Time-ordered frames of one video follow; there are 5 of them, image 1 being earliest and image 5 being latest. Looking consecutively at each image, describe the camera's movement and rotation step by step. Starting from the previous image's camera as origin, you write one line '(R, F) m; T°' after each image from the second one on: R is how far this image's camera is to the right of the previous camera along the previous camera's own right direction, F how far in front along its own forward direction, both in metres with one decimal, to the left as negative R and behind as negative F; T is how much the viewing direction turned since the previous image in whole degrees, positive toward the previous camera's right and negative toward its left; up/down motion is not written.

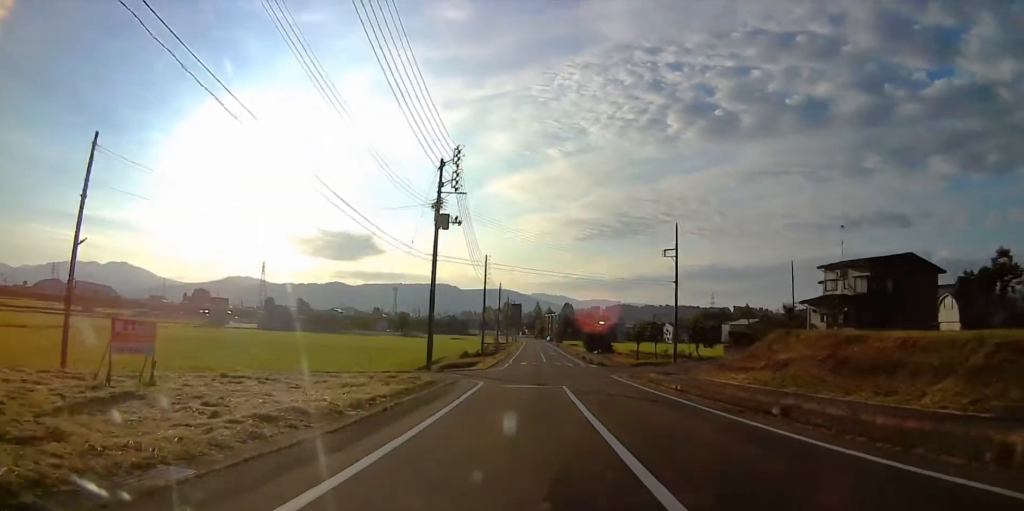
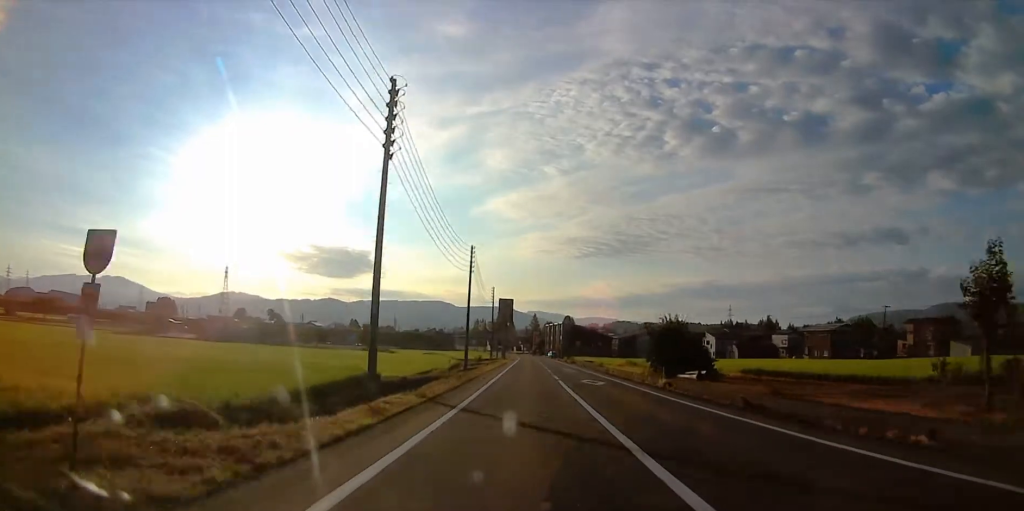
(-1.9, +56.2) m; -2°
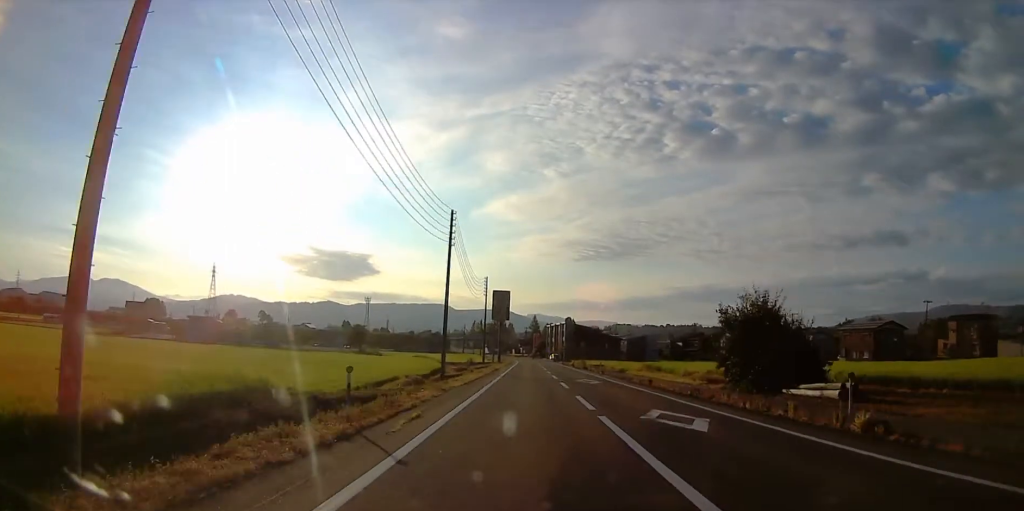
(+0.1, +17.0) m; +1°
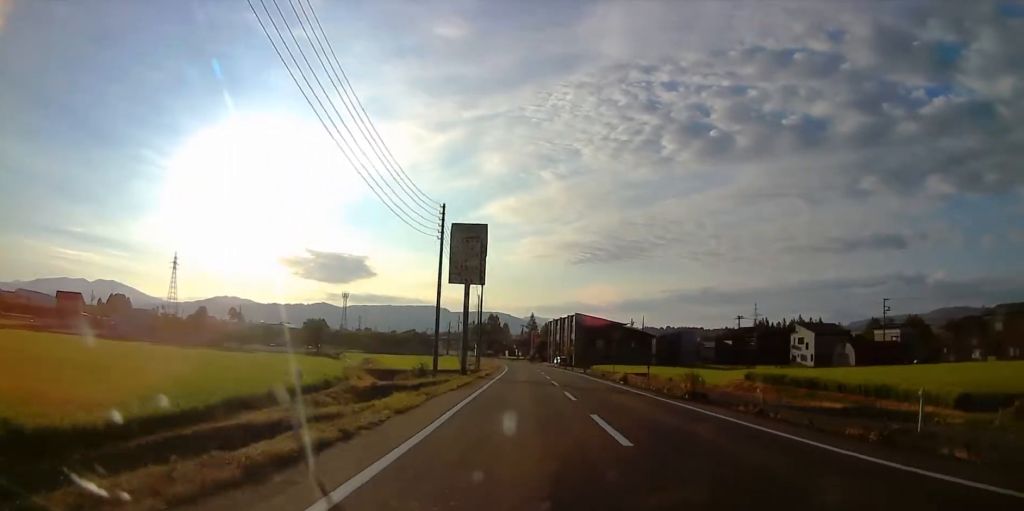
(+1.1, +46.3) m; 0°
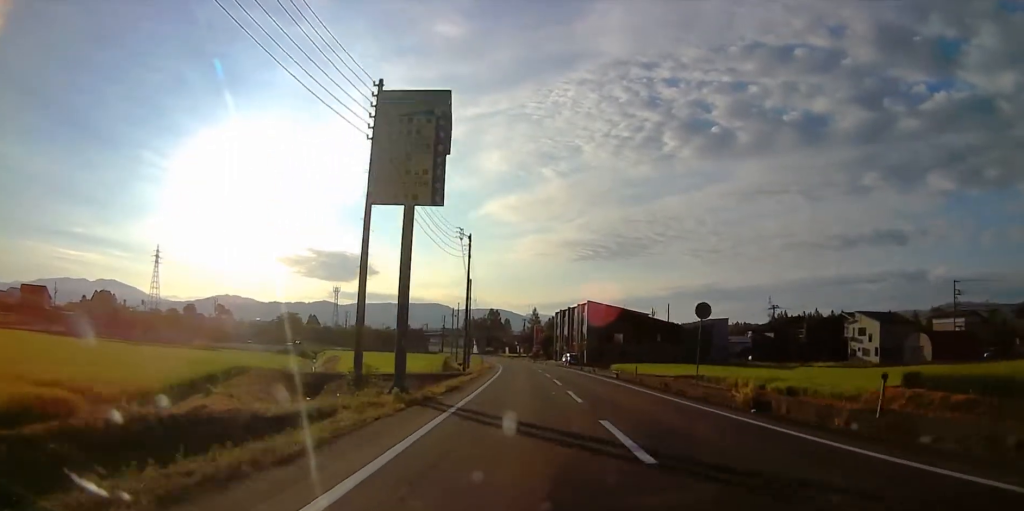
(-0.4, +21.2) m; -2°
